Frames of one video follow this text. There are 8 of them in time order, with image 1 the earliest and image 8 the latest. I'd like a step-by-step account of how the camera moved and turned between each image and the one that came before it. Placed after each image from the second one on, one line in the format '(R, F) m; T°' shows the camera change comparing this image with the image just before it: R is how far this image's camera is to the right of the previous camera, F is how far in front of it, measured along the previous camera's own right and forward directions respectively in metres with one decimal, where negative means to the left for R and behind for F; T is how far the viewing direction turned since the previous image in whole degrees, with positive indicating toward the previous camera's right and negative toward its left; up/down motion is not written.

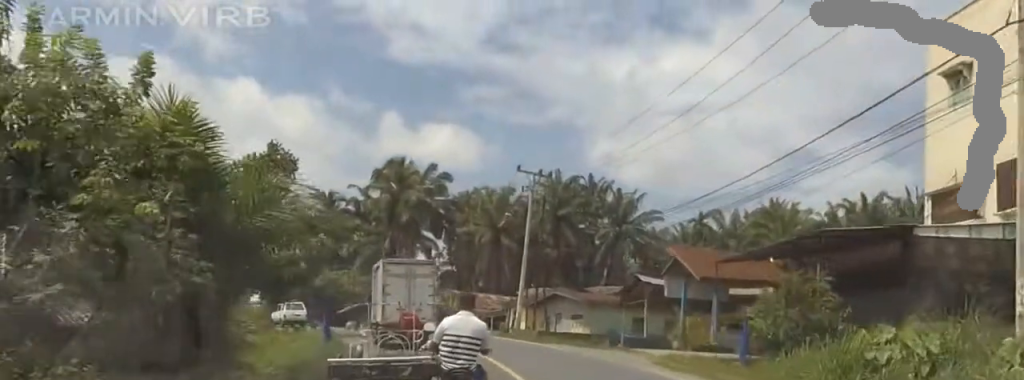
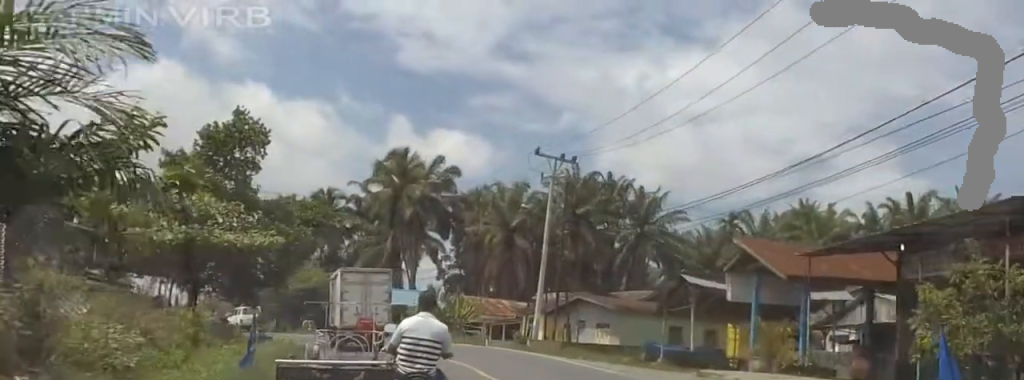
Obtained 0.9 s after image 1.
(+0.6, +10.4) m; +3°
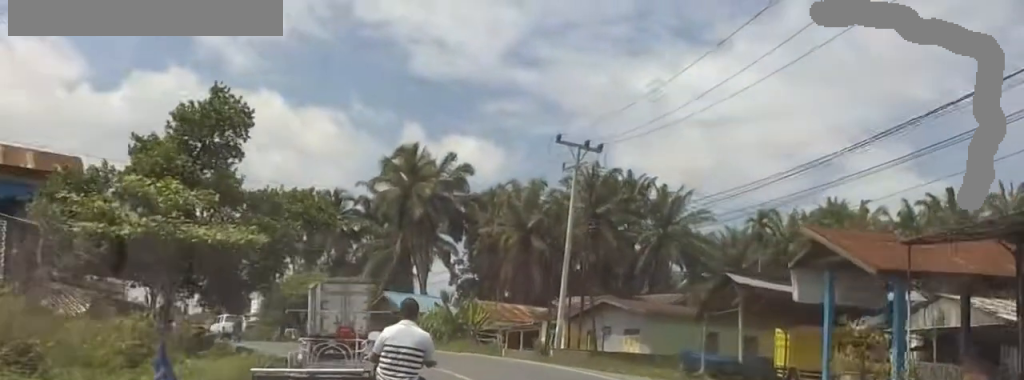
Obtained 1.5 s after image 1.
(0.0, +6.2) m; 0°
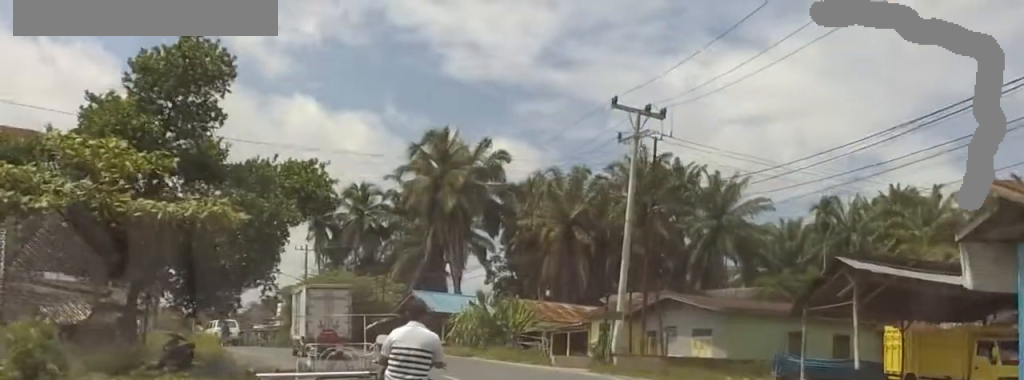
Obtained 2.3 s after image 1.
(0.0, +8.7) m; 0°
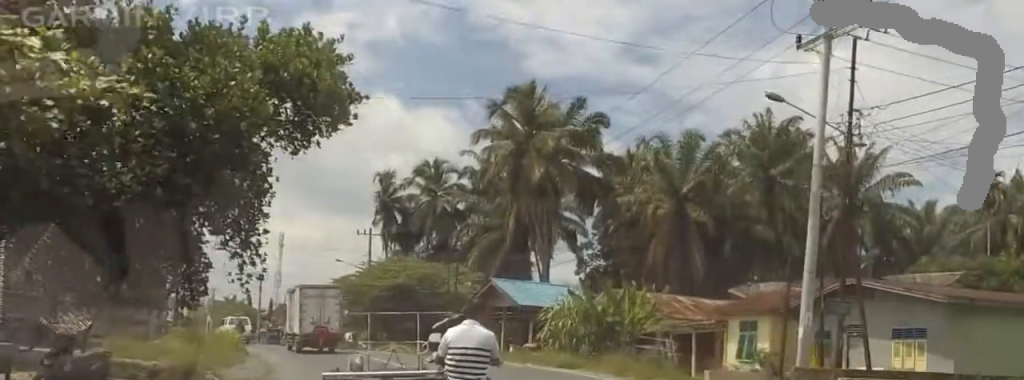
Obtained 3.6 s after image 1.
(0.0, +14.6) m; +1°
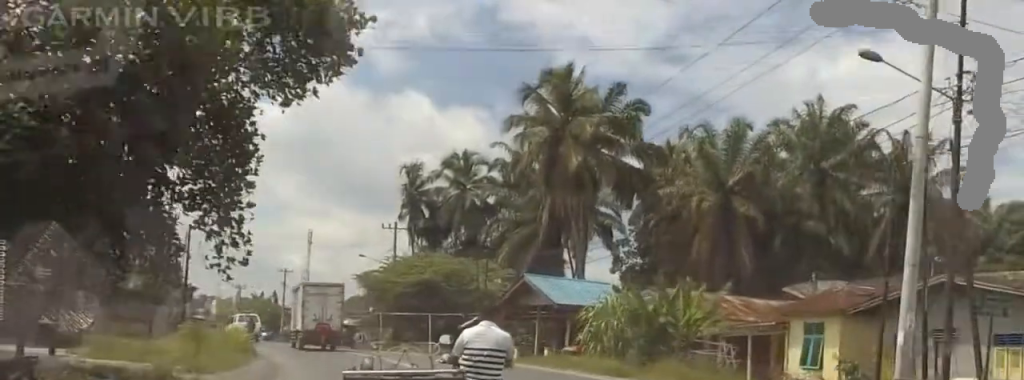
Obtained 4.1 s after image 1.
(-0.1, +4.7) m; +1°
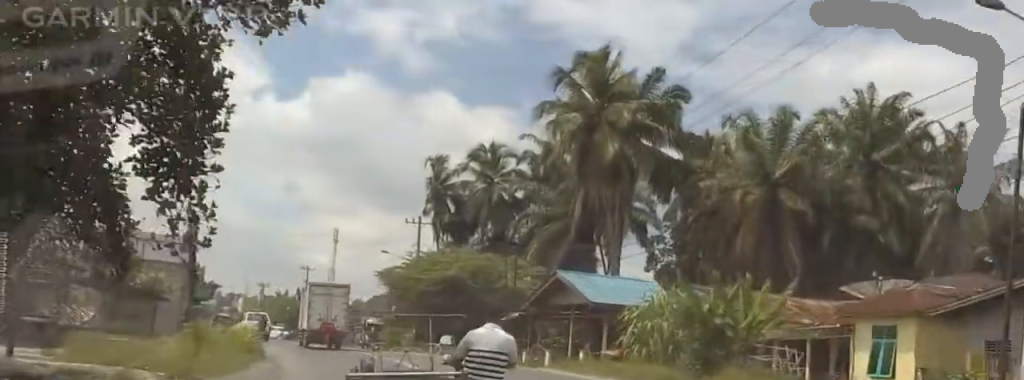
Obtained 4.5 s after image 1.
(0.0, +4.2) m; +2°
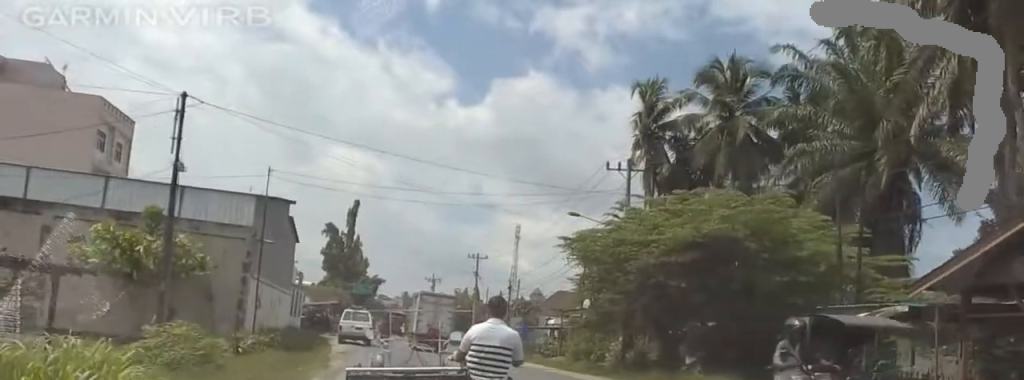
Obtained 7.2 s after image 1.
(+2.1, +27.1) m; -1°
